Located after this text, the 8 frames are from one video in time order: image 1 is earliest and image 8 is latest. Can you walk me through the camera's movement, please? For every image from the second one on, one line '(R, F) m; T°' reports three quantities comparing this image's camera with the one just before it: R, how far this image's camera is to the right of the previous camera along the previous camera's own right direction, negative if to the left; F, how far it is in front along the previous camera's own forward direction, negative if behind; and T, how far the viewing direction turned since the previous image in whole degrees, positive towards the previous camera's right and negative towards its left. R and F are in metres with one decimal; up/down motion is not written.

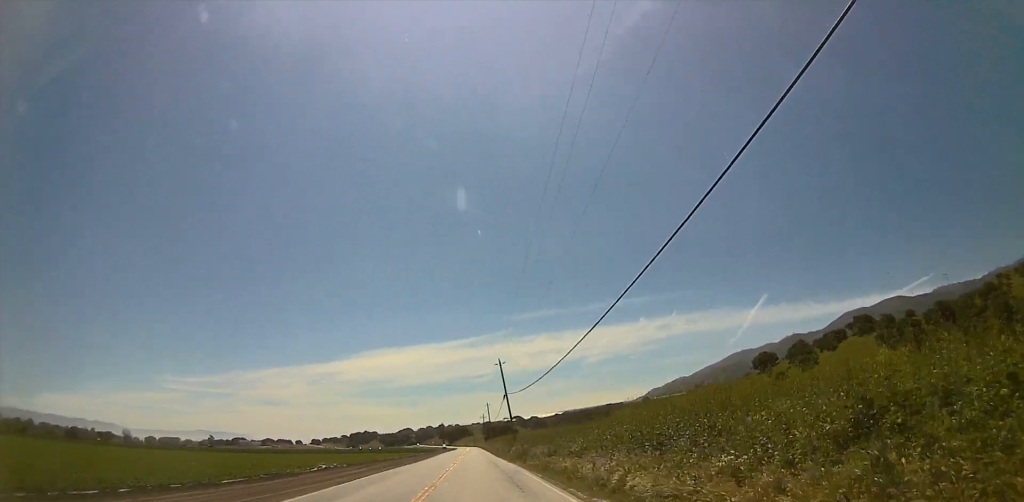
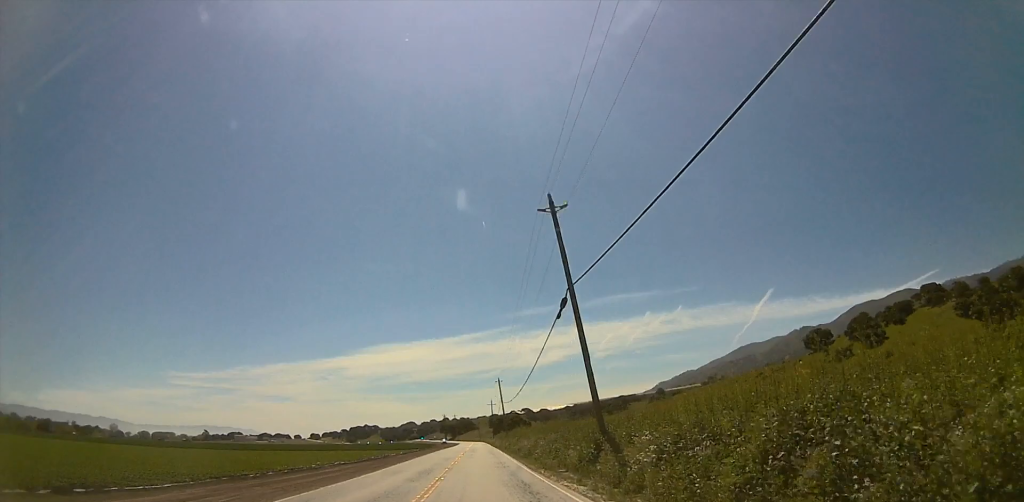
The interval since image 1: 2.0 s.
(+1.3, +47.3) m; +3°
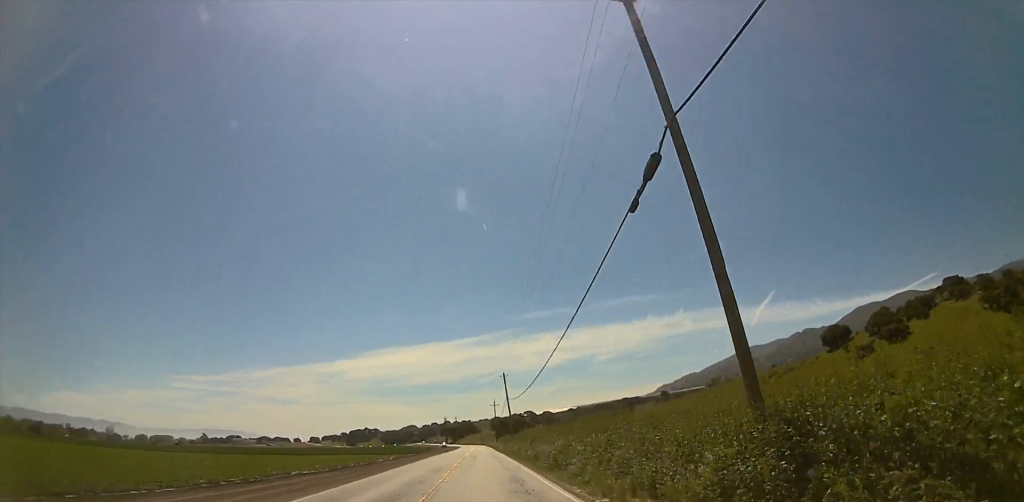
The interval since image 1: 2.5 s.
(+0.1, +13.8) m; 0°
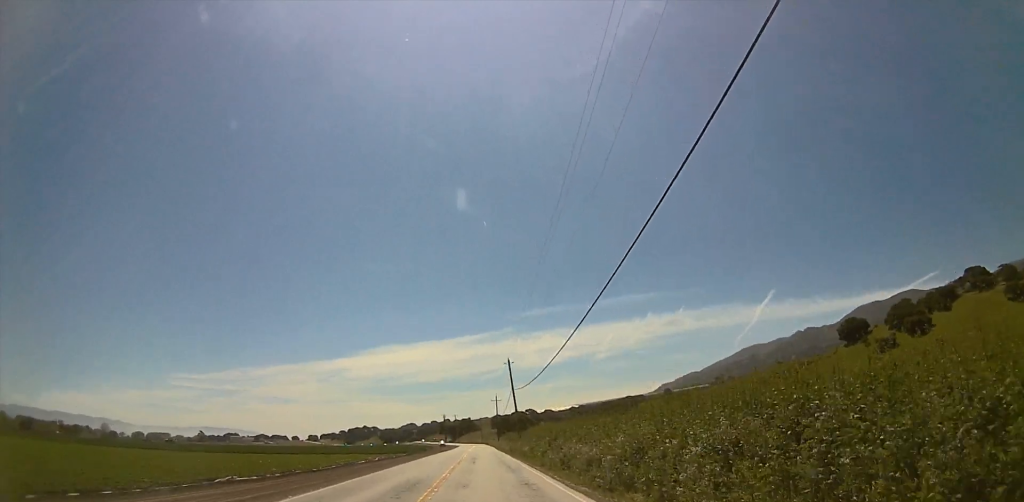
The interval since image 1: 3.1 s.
(-0.2, +13.0) m; -1°
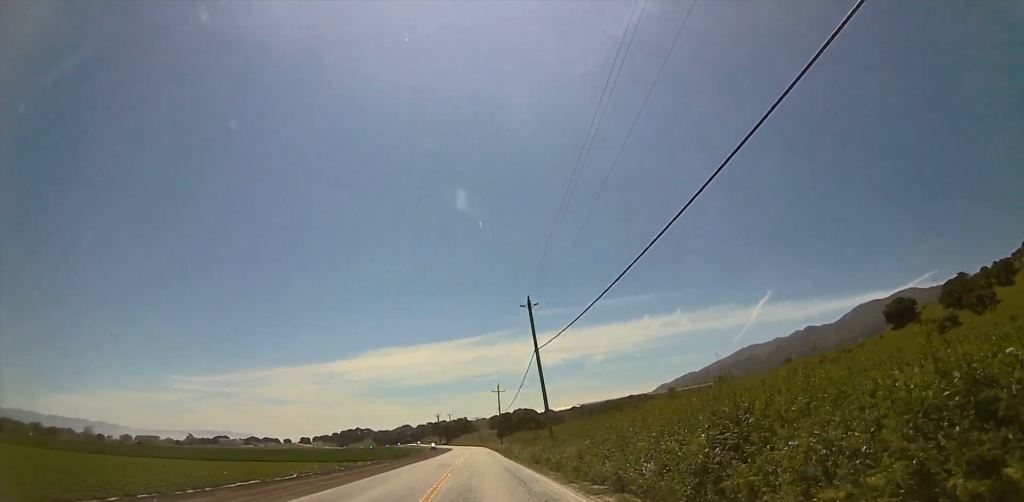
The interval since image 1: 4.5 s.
(-0.4, +34.1) m; -2°
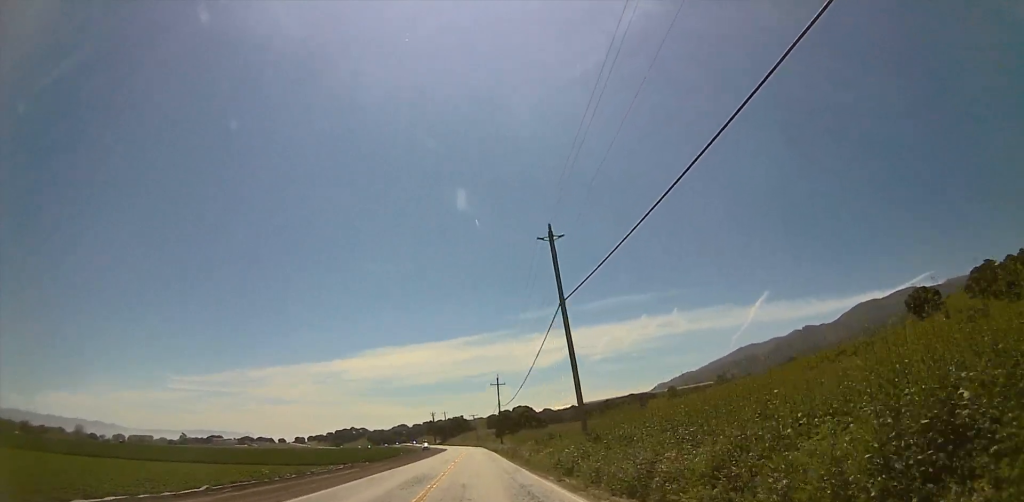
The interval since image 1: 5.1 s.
(-0.3, +14.7) m; -1°
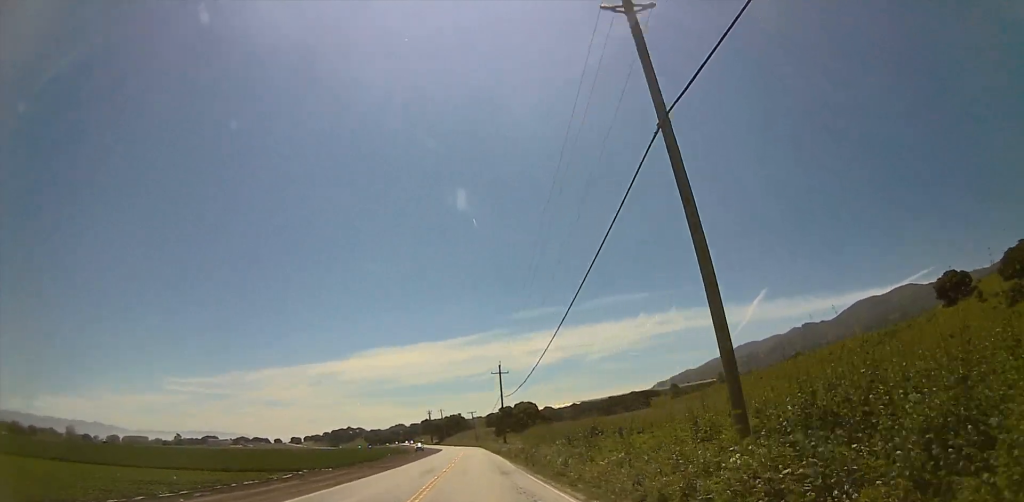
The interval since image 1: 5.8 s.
(0.0, +17.2) m; 0°
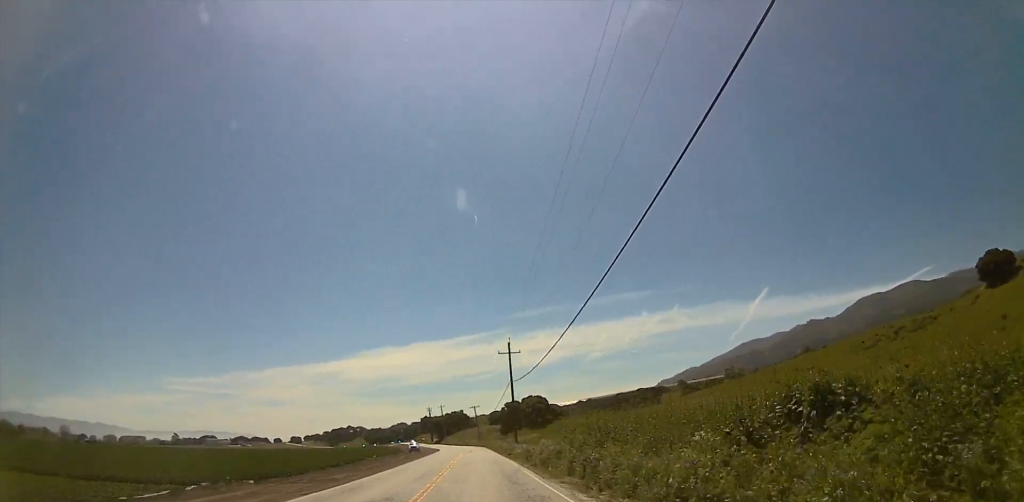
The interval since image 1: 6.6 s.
(0.0, +18.8) m; 0°
